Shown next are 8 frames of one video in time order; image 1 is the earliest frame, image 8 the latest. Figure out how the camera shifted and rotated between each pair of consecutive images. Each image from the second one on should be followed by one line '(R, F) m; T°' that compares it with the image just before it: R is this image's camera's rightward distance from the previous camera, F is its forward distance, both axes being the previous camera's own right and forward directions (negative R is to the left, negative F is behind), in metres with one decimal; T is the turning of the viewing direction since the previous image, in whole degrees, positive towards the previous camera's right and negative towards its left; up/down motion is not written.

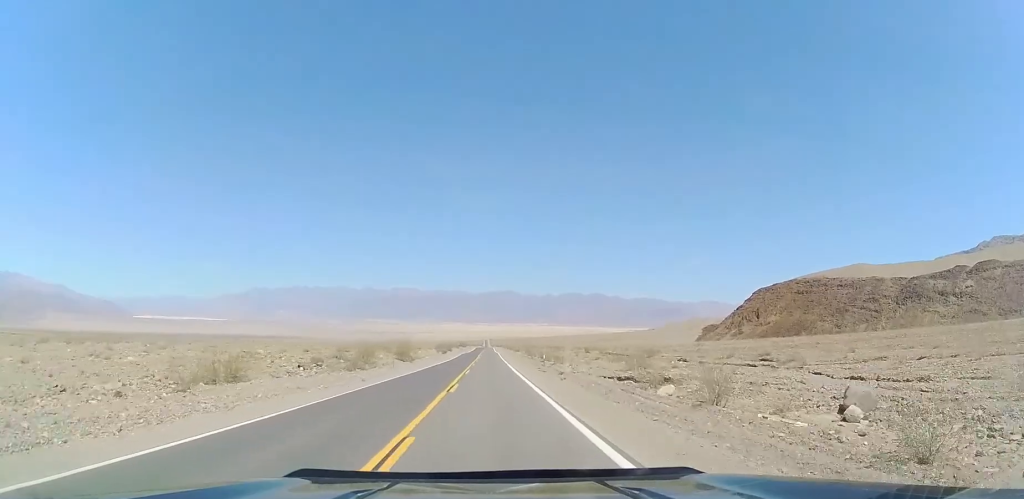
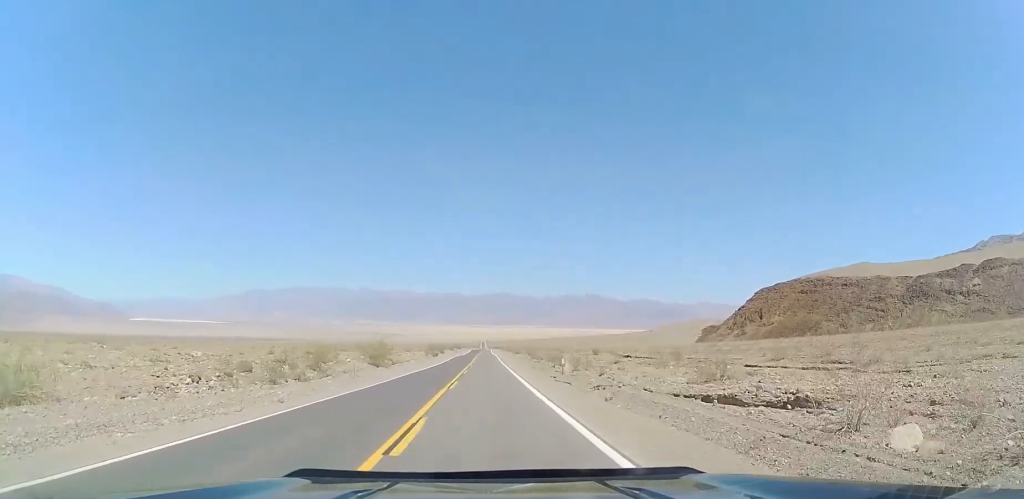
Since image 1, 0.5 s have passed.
(-0.2, +12.2) m; 0°
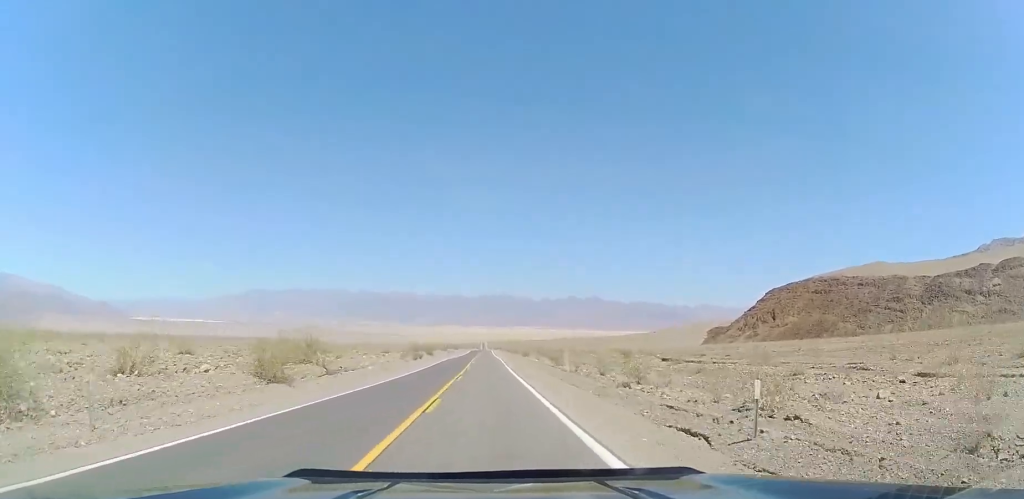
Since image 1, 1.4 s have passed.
(0.0, +22.8) m; 0°
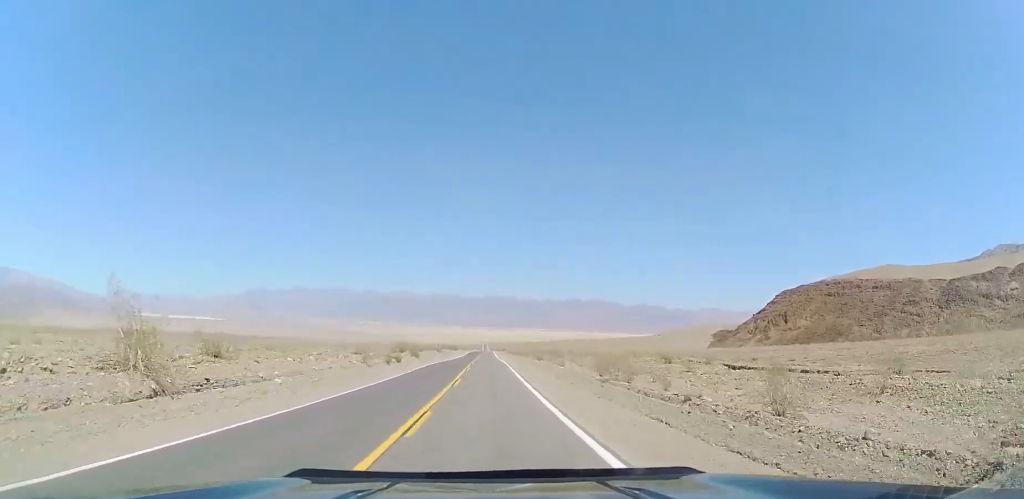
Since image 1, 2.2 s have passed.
(+0.1, +18.1) m; 0°
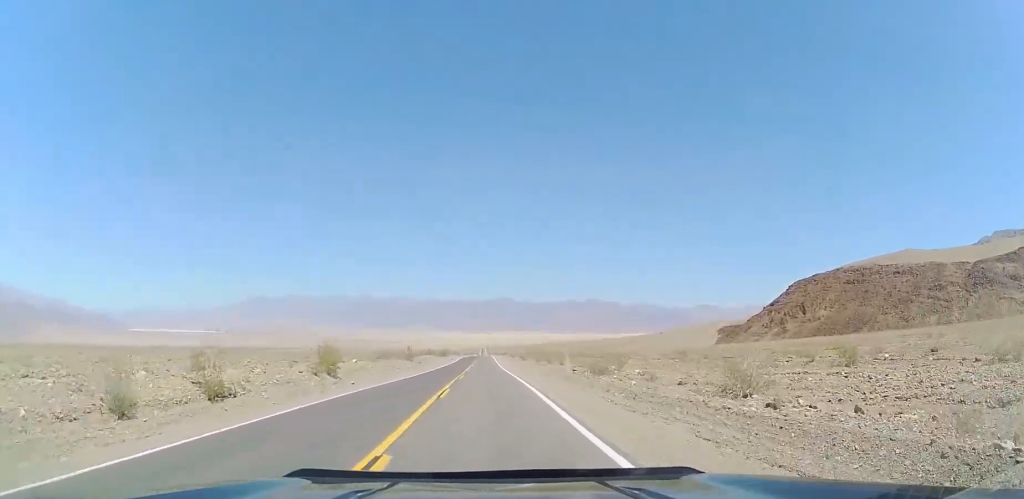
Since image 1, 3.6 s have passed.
(+0.1, +34.9) m; +1°
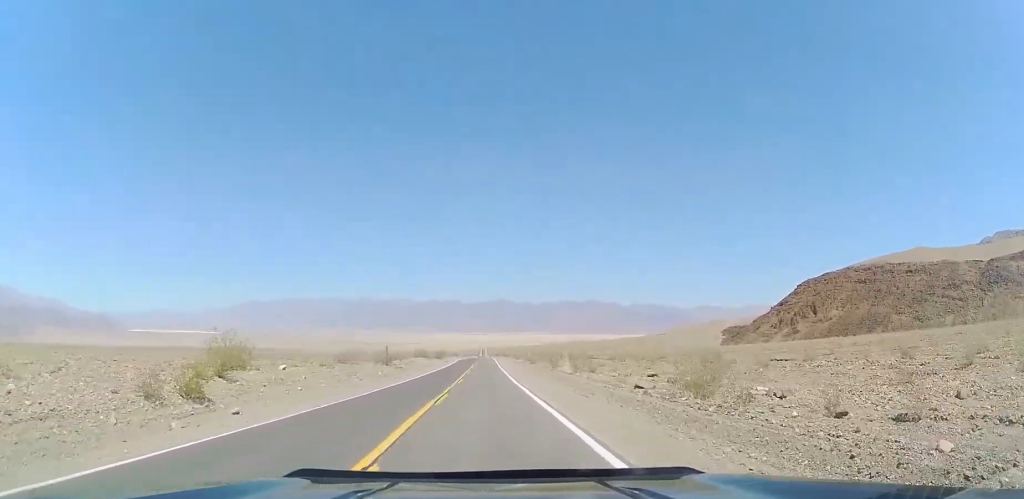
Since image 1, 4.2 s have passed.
(+0.1, +15.1) m; 0°
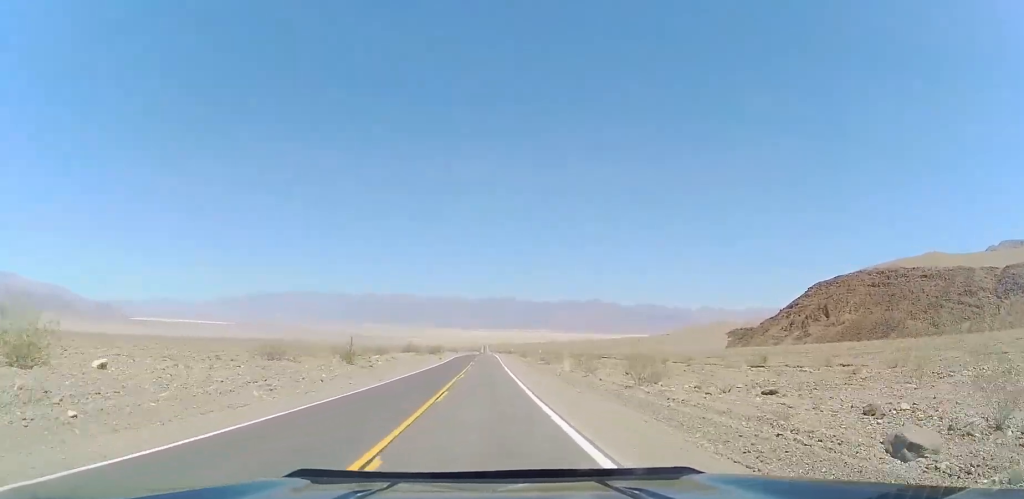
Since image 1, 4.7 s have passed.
(0.0, +14.2) m; -1°
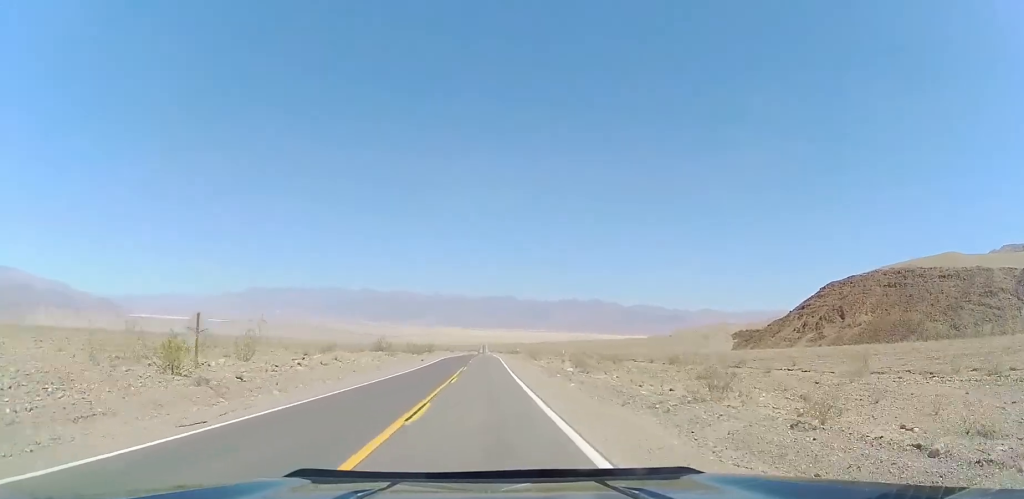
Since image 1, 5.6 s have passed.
(-0.4, +21.0) m; 0°
